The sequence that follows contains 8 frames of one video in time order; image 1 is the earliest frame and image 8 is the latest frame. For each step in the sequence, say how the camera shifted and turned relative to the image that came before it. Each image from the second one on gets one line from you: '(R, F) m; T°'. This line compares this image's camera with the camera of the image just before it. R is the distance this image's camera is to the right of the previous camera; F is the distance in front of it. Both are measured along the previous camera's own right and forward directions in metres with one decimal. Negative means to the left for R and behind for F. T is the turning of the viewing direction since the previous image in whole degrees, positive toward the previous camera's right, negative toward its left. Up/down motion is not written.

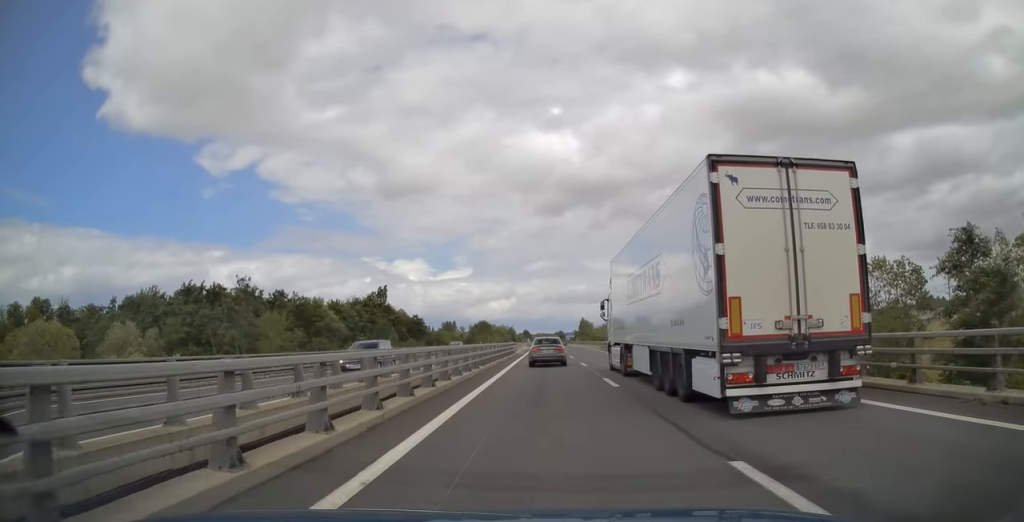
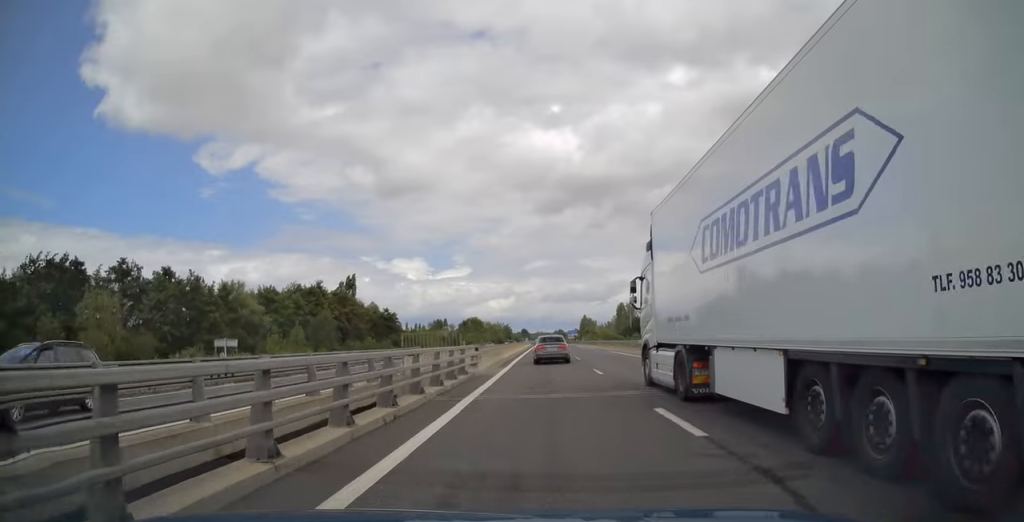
(0.0, +34.4) m; 0°
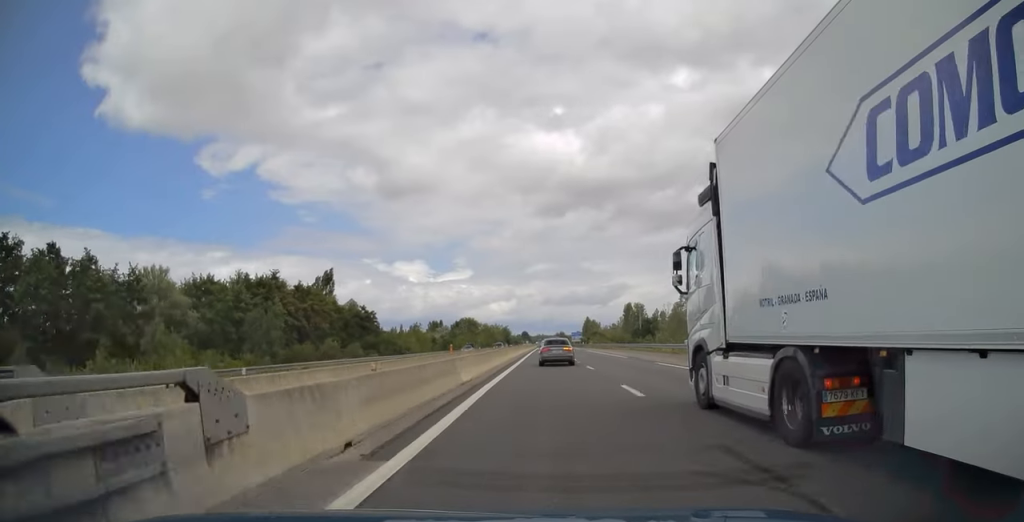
(+0.1, +21.3) m; 0°
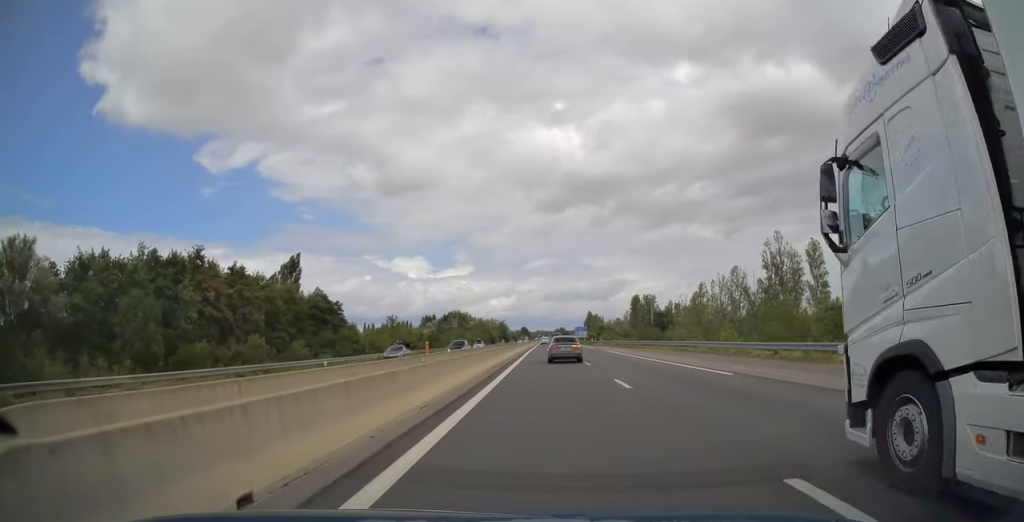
(0.0, +24.0) m; 0°
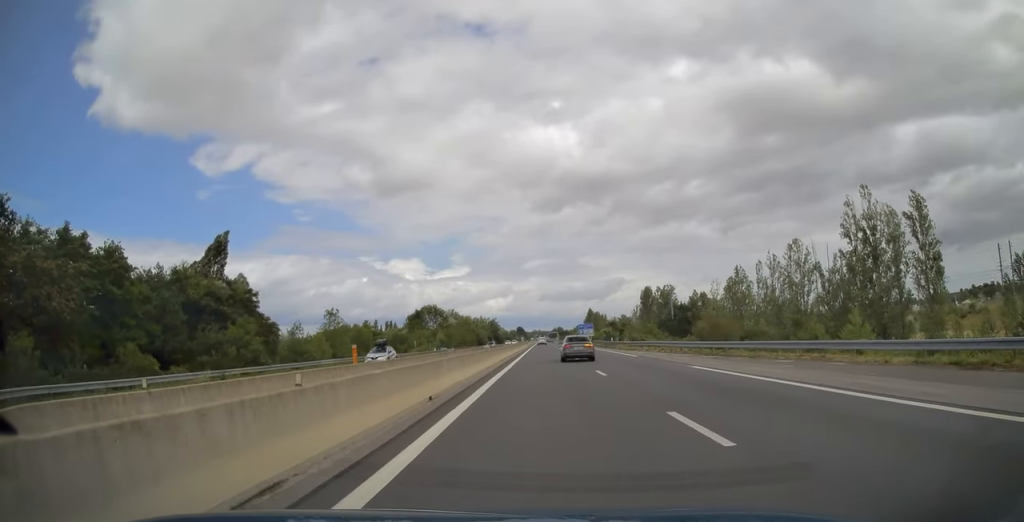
(0.0, +34.9) m; 0°
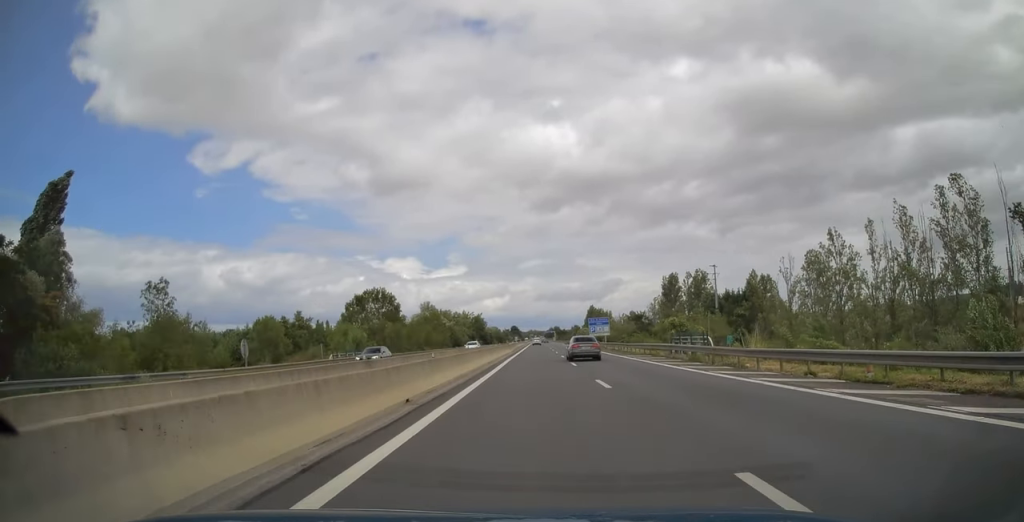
(0.0, +44.2) m; 0°
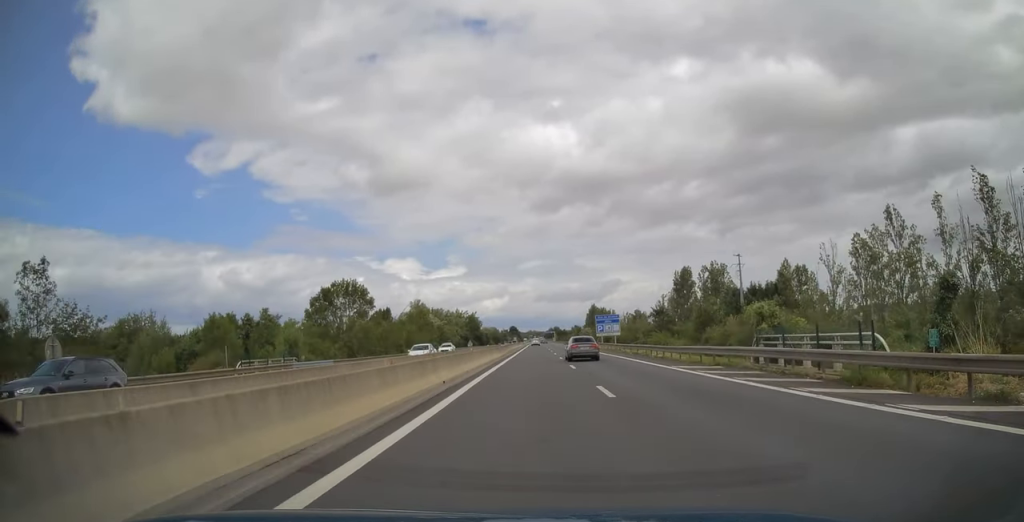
(0.0, +15.3) m; 0°
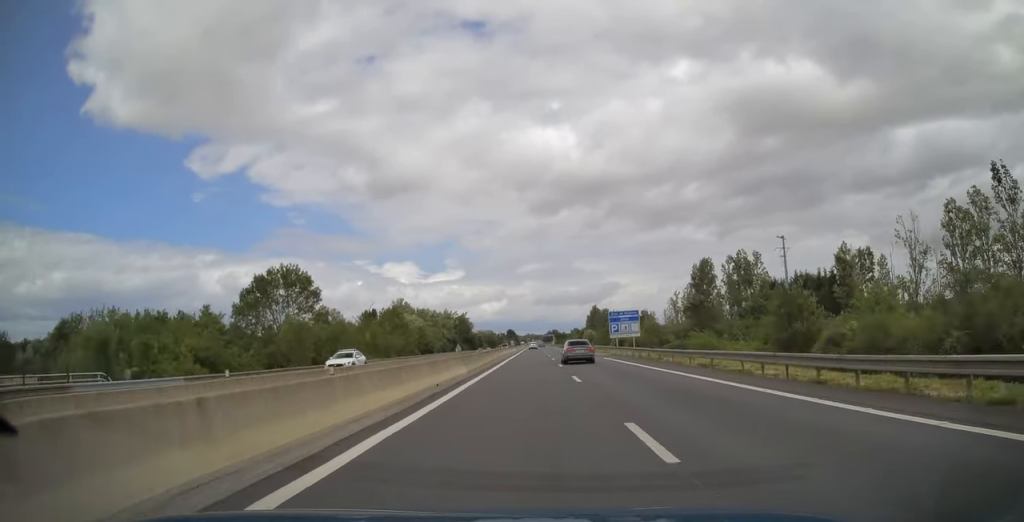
(0.0, +20.2) m; 0°
